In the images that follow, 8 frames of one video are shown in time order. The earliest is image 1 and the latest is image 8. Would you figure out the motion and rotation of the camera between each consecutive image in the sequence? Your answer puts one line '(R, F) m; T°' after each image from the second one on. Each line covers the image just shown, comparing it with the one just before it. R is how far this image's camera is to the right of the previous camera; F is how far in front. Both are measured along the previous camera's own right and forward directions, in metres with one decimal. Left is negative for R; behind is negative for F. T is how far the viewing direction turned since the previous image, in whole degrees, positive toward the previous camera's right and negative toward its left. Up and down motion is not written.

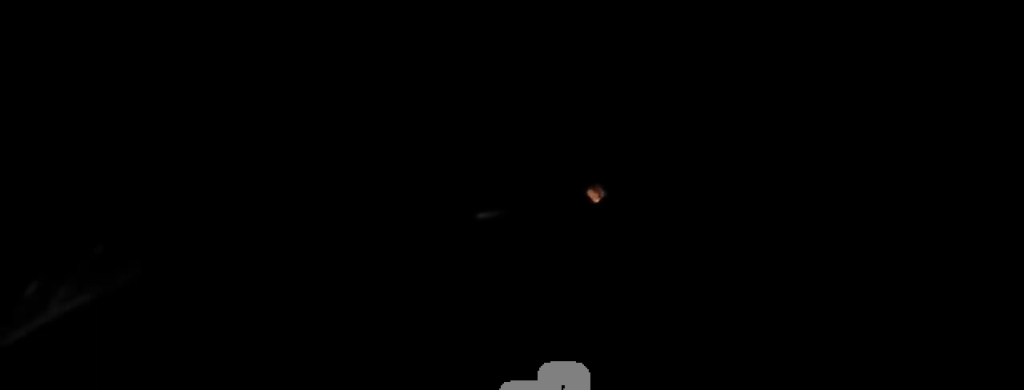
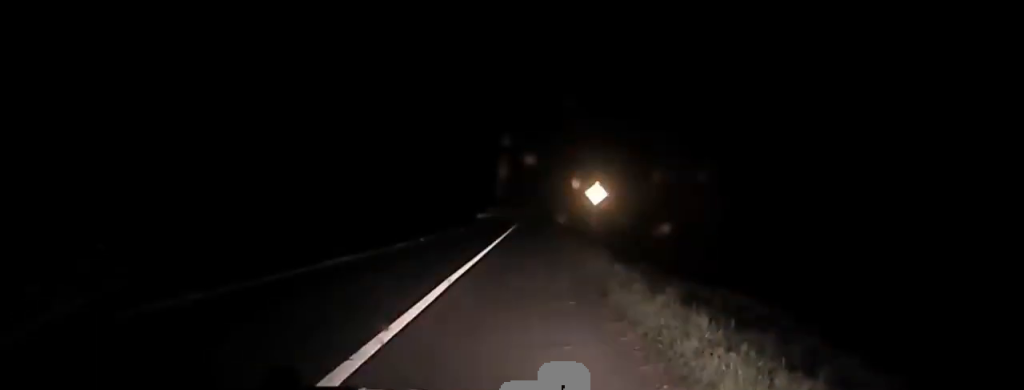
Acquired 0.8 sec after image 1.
(0.0, +0.1) m; 0°
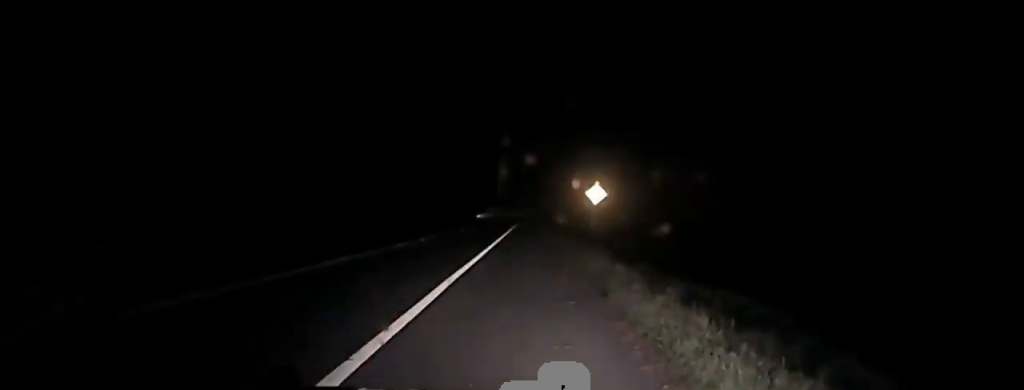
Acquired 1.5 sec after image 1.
(0.0, +0.1) m; 0°
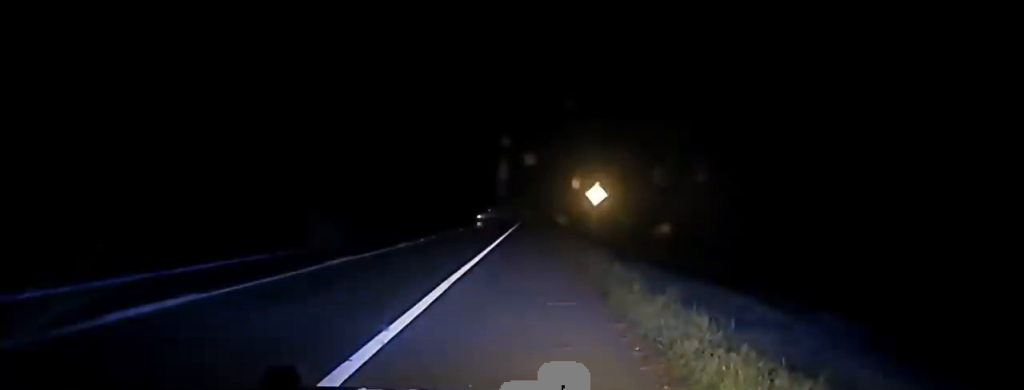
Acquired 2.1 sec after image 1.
(0.0, +0.1) m; 0°
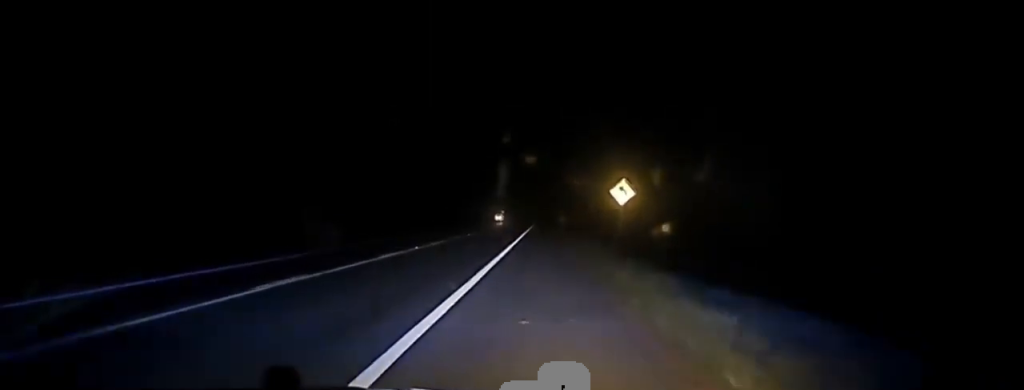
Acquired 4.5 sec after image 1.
(0.0, +3.7) m; 0°
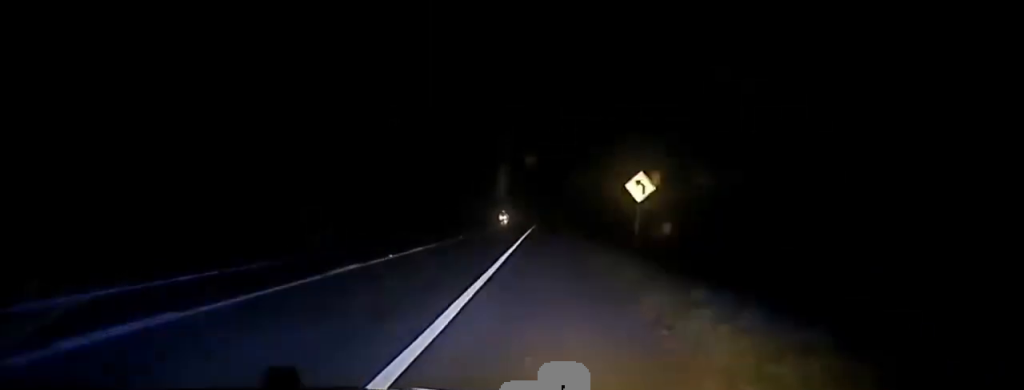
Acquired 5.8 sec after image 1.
(0.0, +6.3) m; +1°
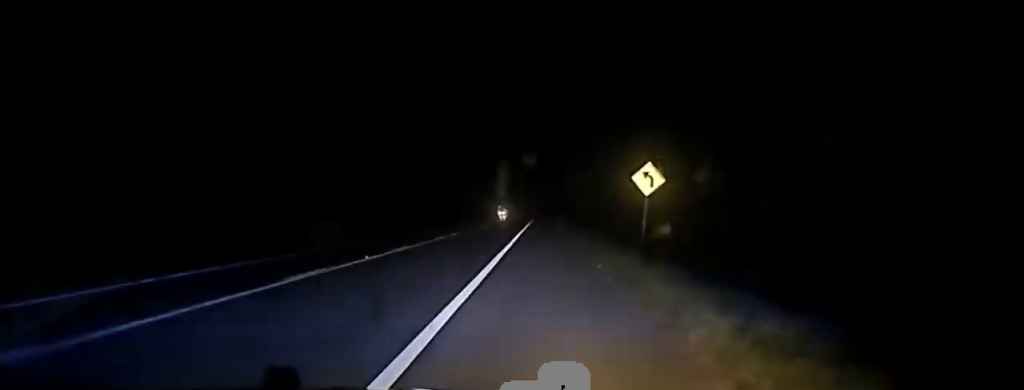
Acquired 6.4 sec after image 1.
(+0.1, +3.5) m; 0°
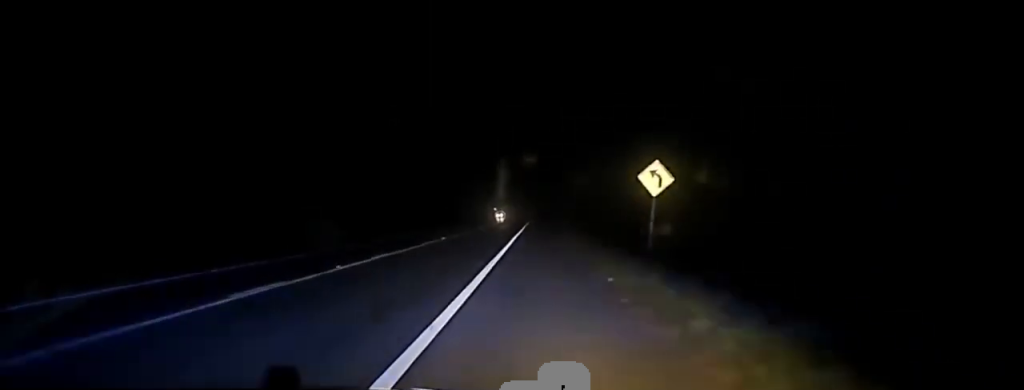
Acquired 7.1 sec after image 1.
(0.0, +3.6) m; -1°
